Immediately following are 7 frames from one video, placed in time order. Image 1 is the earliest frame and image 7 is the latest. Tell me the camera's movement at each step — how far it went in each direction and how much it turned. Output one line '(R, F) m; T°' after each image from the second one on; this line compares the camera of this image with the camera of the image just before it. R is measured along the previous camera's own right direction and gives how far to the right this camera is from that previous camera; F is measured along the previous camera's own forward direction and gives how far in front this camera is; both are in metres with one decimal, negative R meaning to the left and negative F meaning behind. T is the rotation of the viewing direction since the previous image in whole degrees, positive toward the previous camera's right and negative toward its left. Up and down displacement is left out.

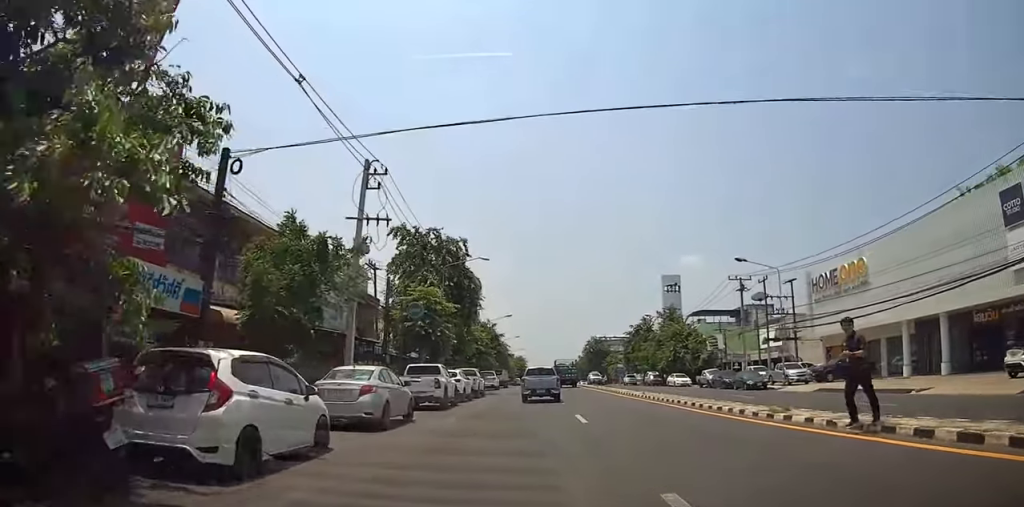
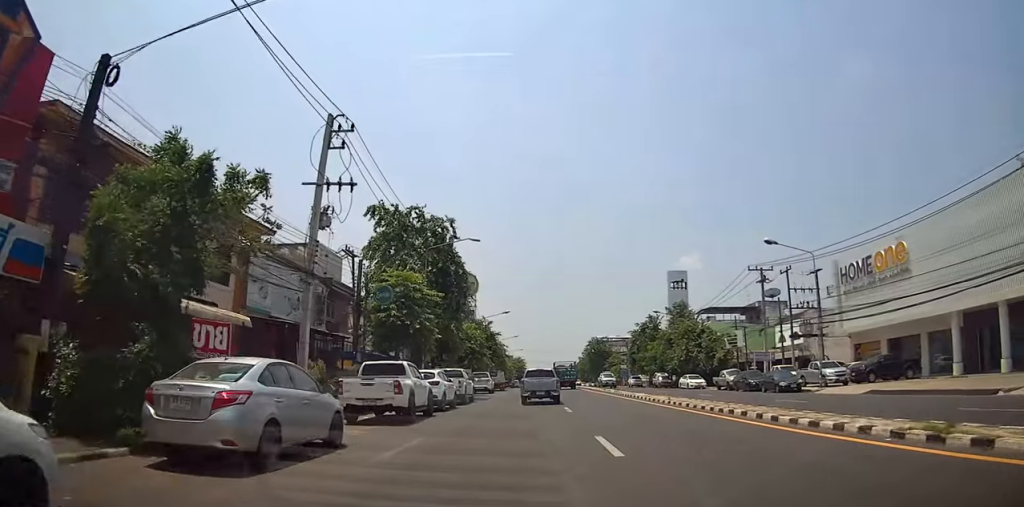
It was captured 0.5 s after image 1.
(+0.3, +6.2) m; 0°
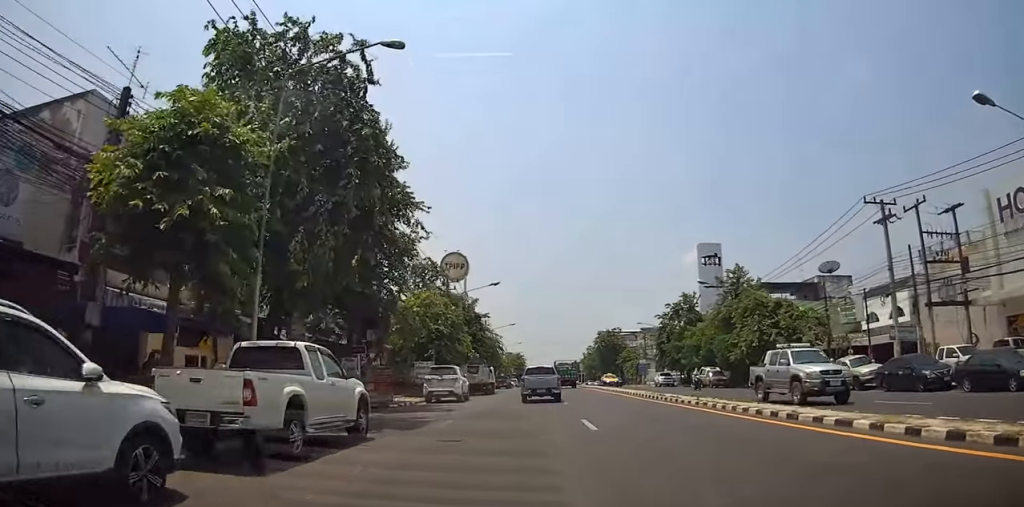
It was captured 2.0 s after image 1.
(-0.2, +20.1) m; -1°
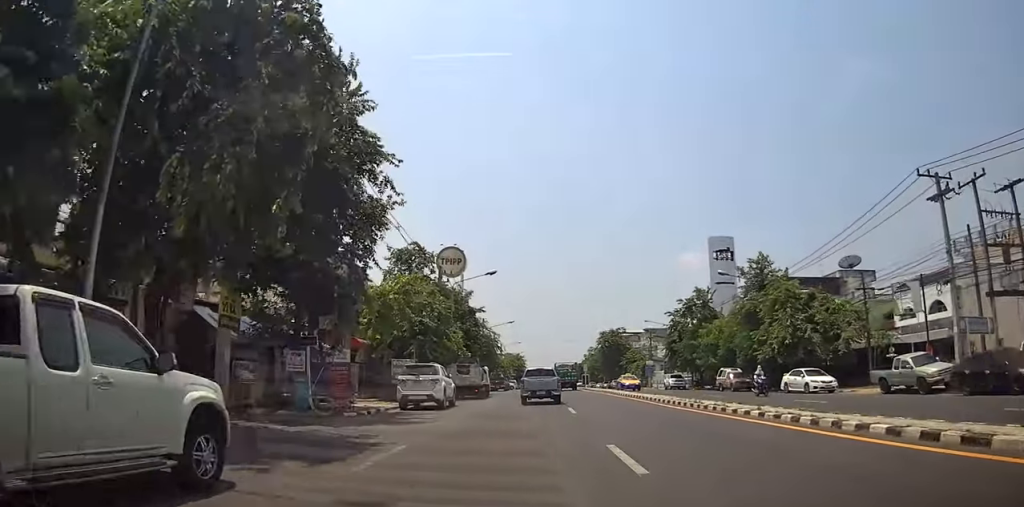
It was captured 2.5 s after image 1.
(0.0, +5.9) m; 0°
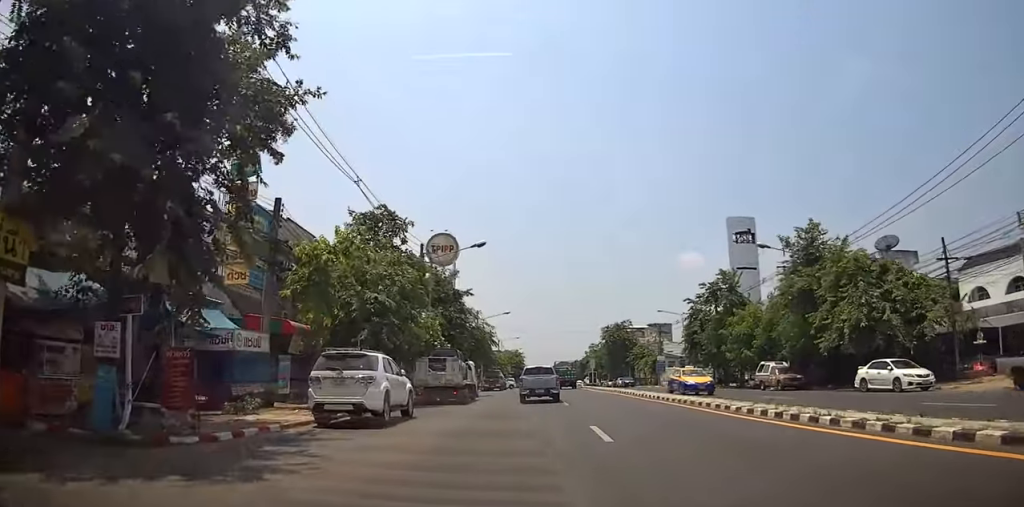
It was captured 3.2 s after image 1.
(0.0, +9.2) m; 0°
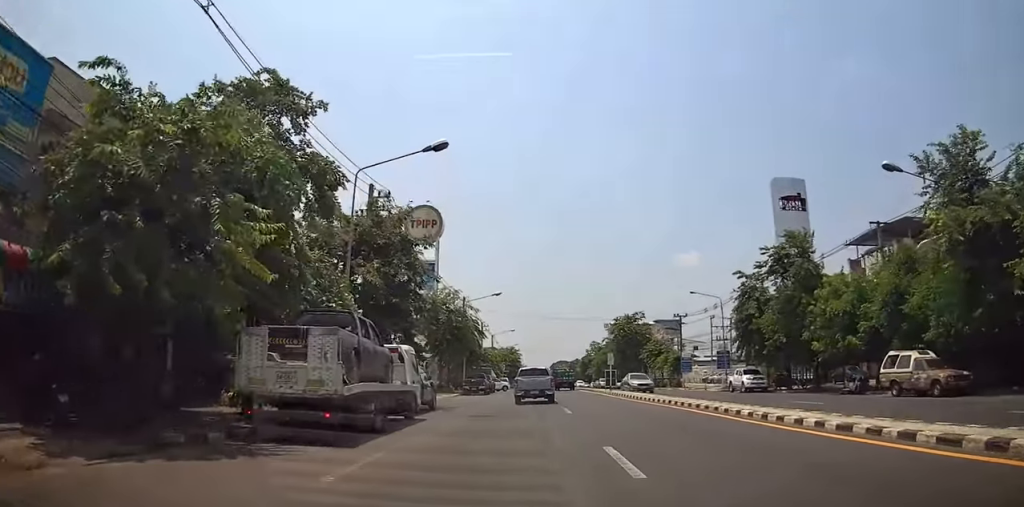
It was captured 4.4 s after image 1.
(+0.2, +15.7) m; +1°
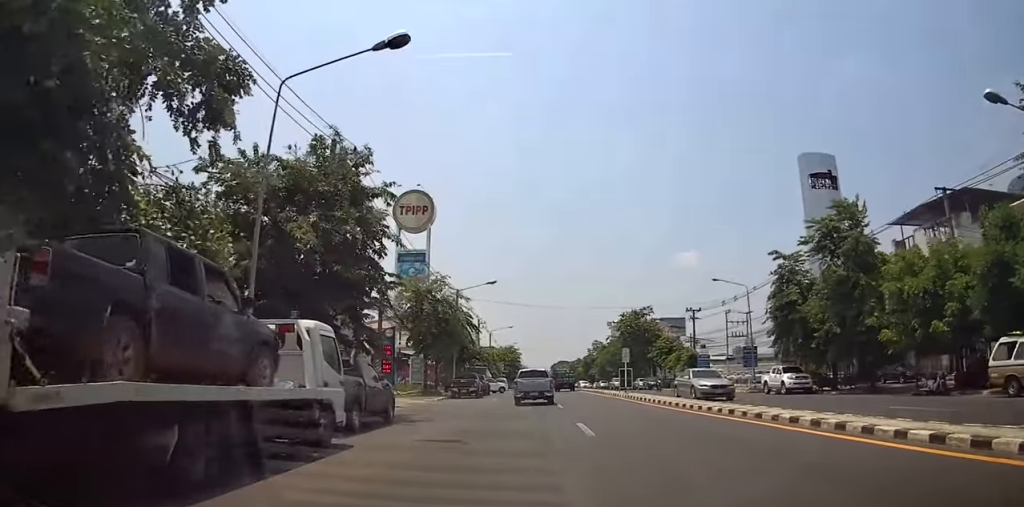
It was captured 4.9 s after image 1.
(+0.2, +7.0) m; 0°
